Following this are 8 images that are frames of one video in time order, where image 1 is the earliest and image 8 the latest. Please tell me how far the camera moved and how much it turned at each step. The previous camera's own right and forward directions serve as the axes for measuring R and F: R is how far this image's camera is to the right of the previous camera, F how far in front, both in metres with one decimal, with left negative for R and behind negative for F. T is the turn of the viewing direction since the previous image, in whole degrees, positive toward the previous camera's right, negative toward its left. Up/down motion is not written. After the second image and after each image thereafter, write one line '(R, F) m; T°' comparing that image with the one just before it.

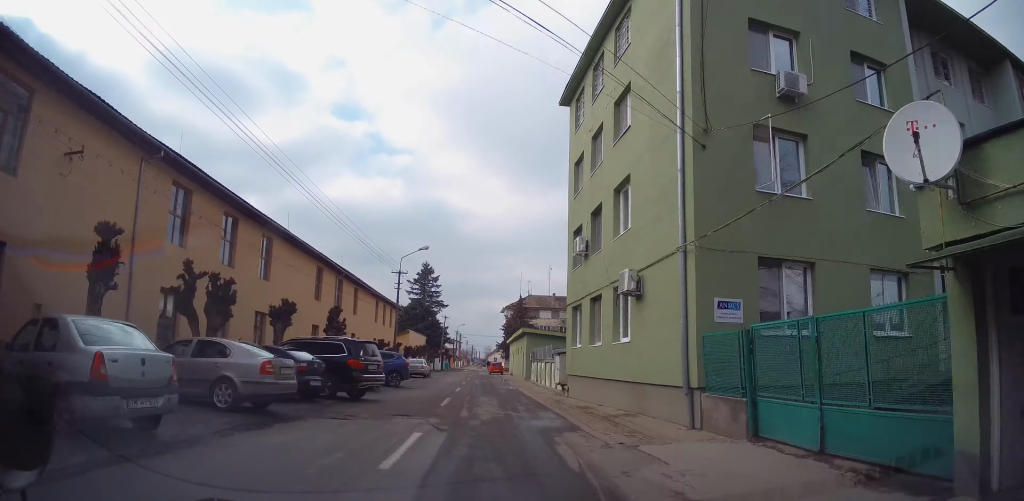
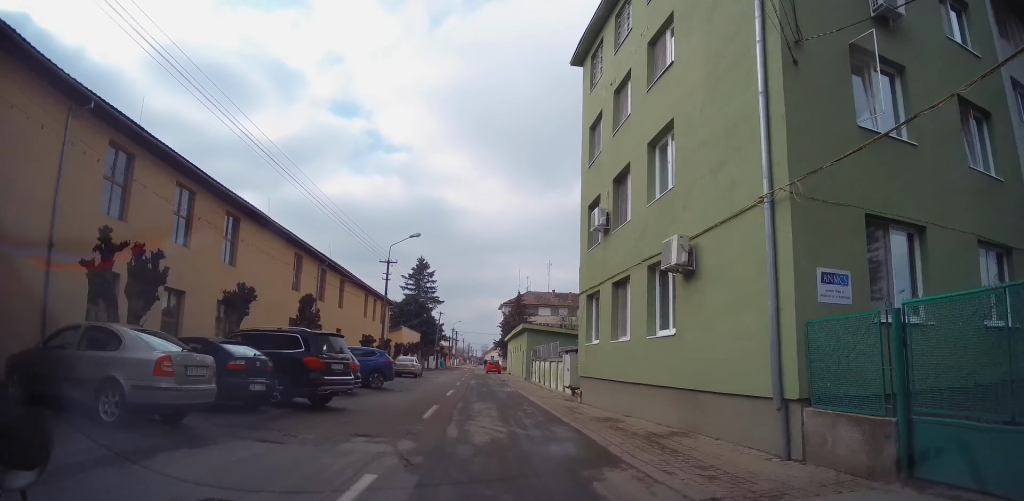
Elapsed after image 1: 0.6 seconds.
(0.0, +3.7) m; -1°
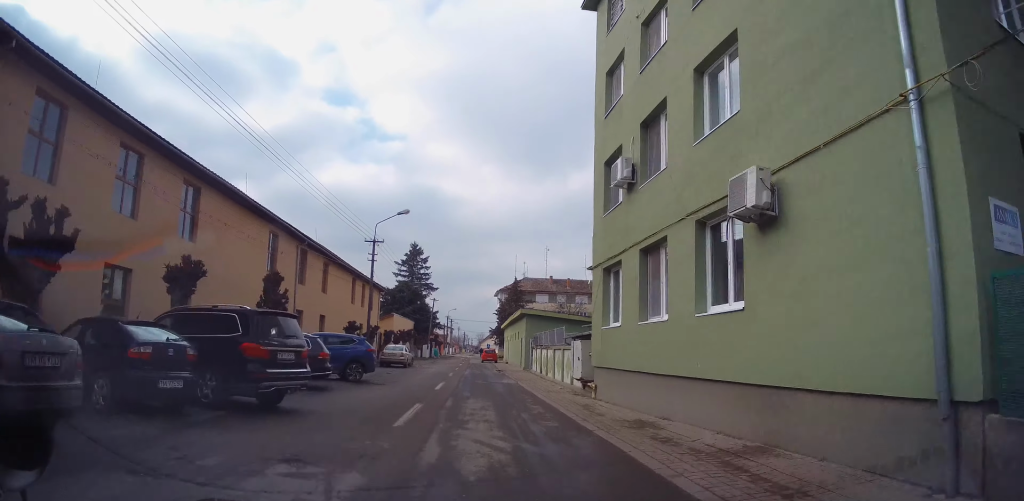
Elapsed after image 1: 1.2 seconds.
(0.0, +3.1) m; -2°
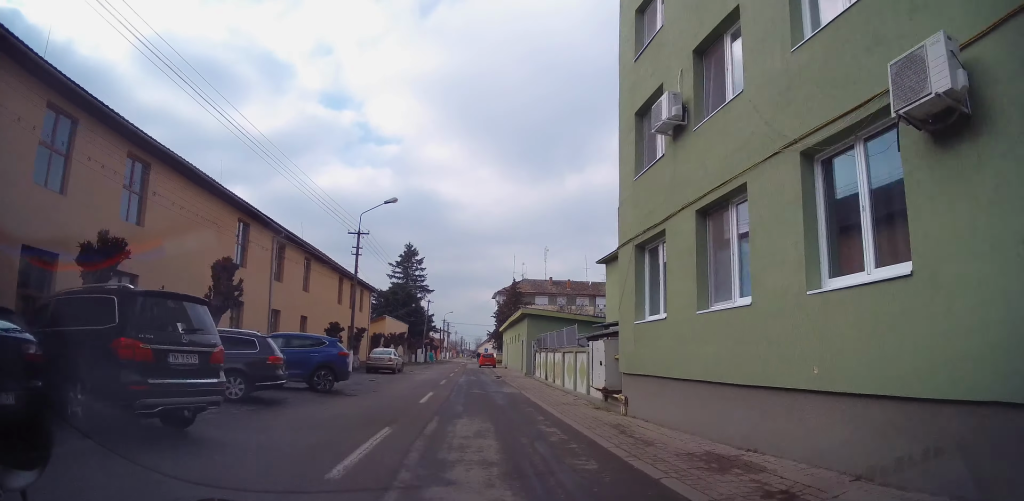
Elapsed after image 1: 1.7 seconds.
(+0.1, +3.3) m; -3°
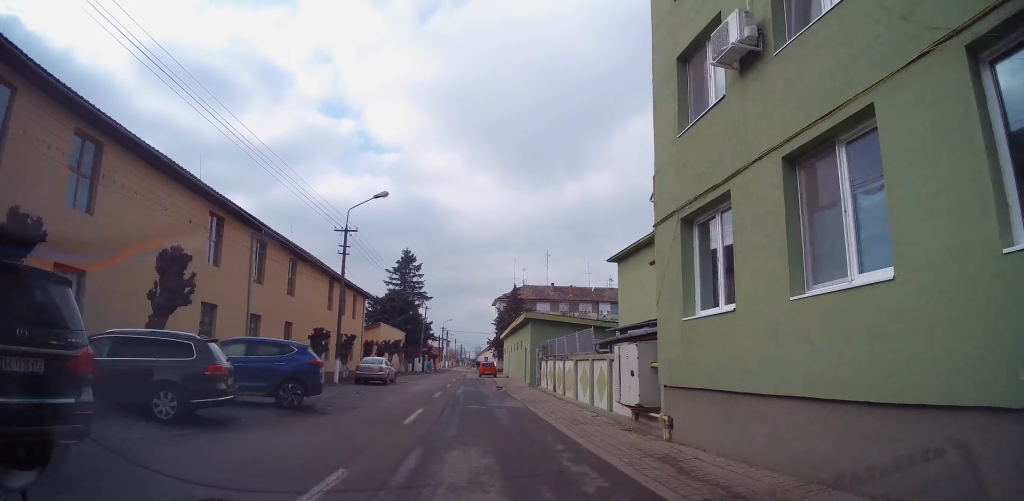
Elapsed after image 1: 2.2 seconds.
(-0.2, +2.6) m; -2°
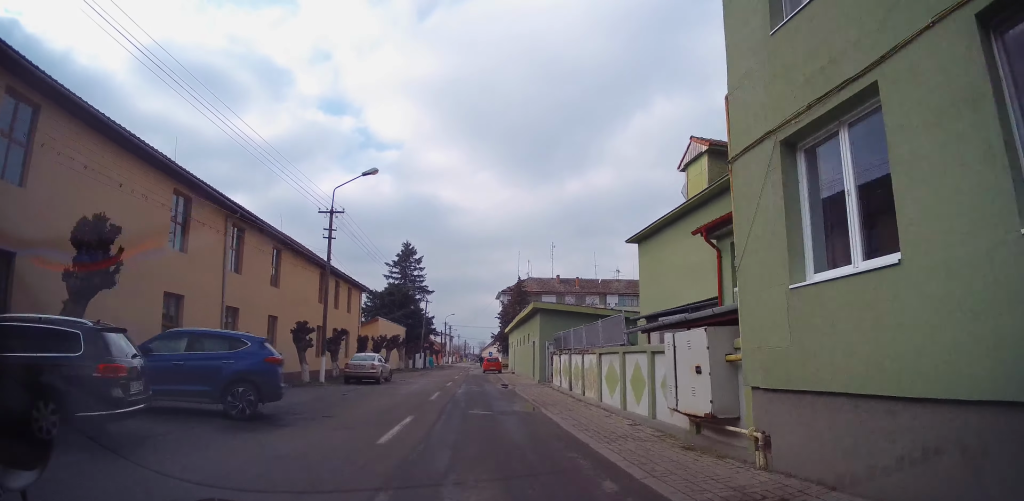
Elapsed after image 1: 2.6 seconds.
(-0.1, +2.8) m; -3°
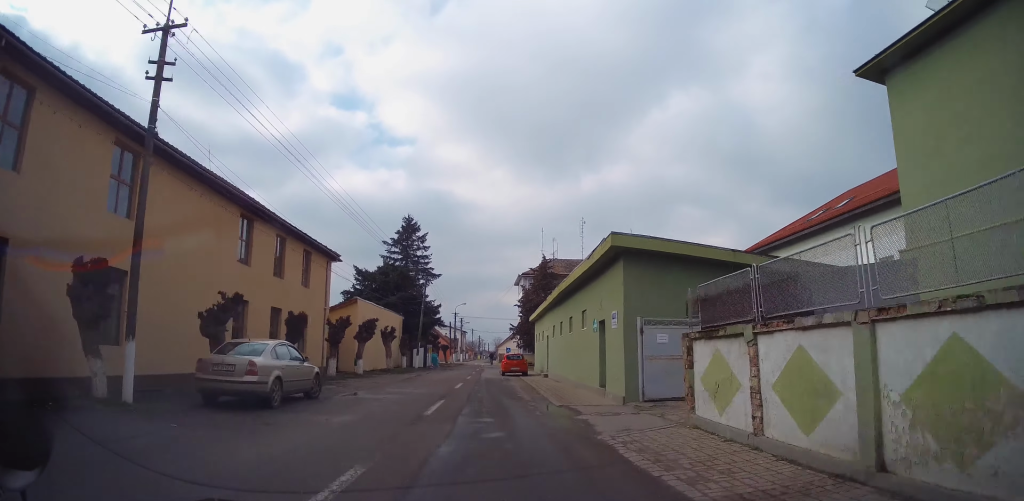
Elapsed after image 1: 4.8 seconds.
(+0.6, +13.6) m; +2°
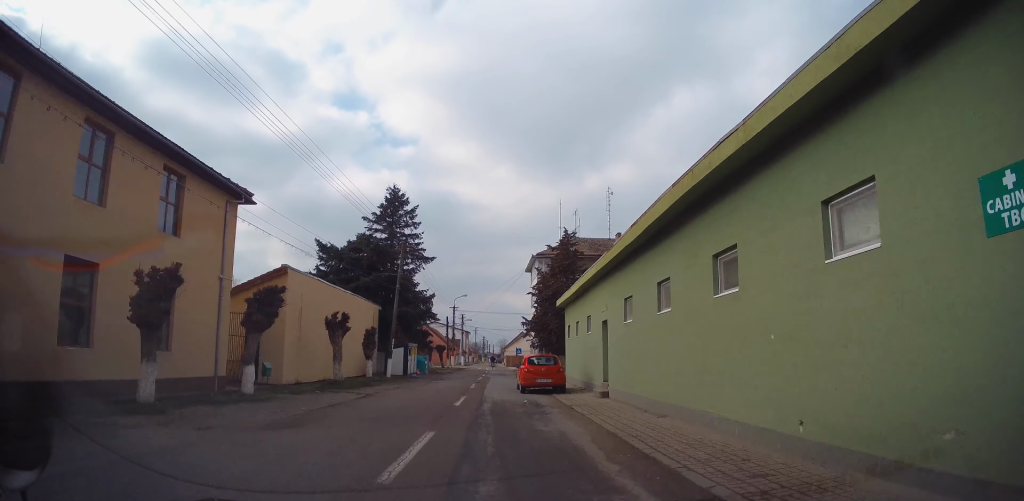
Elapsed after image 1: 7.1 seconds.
(-0.8, +14.8) m; -1°
